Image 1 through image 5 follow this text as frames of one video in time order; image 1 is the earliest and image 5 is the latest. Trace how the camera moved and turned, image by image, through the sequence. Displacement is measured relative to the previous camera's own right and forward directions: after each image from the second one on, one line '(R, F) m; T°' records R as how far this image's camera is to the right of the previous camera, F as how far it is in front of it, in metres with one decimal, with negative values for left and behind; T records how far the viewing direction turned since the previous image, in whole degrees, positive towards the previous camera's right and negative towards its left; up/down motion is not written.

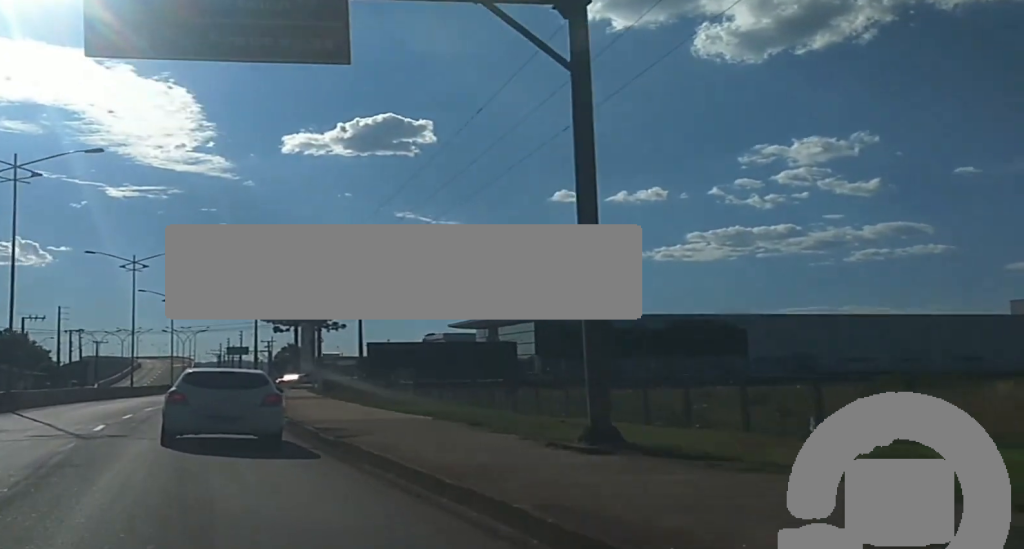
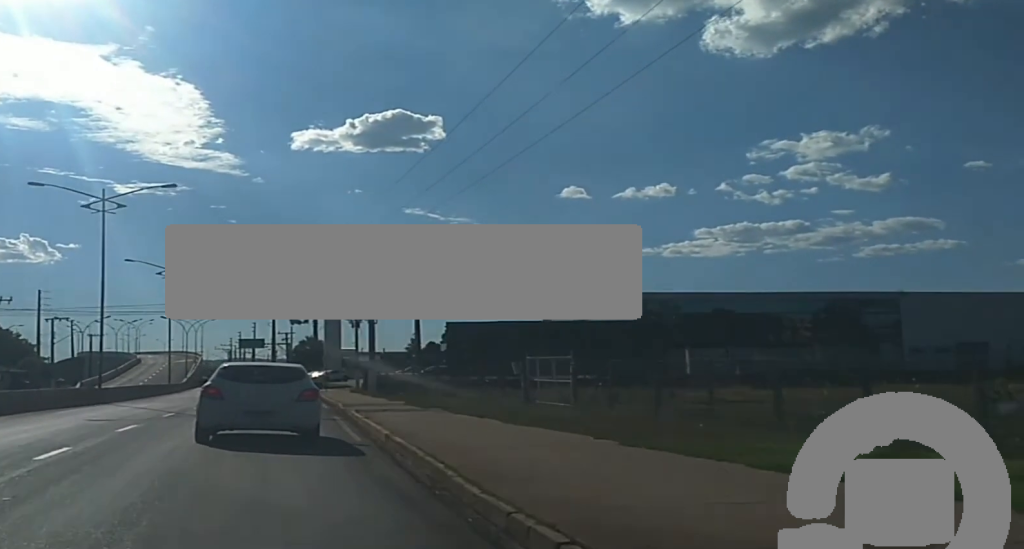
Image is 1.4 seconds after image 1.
(+0.1, +22.0) m; +1°
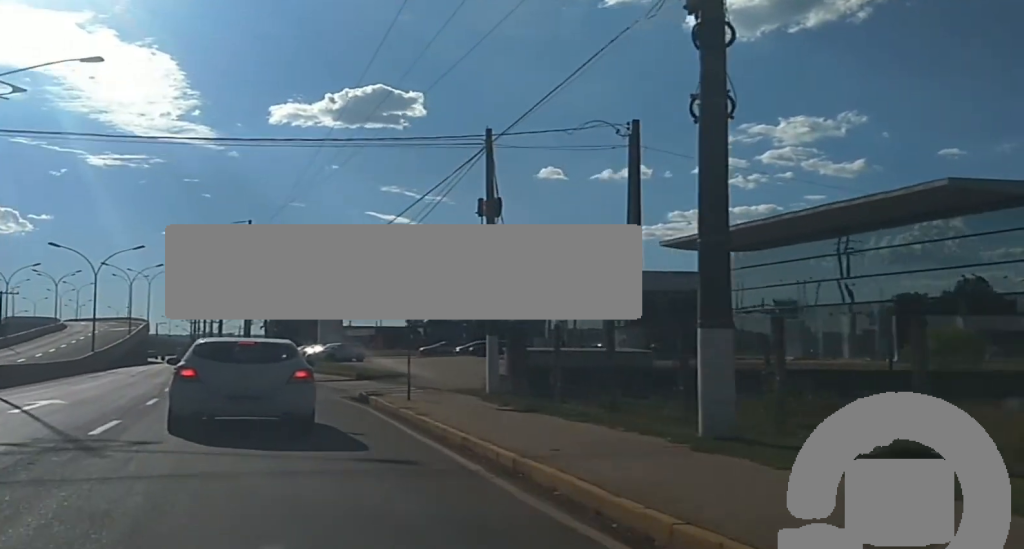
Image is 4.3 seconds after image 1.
(+0.7, +43.6) m; +1°
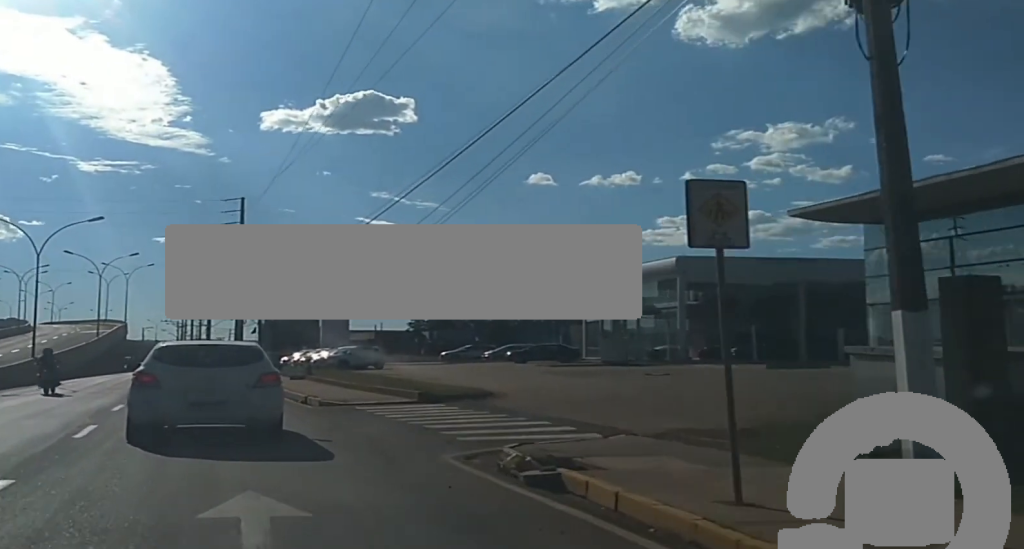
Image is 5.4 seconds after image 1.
(-0.2, +14.7) m; -1°
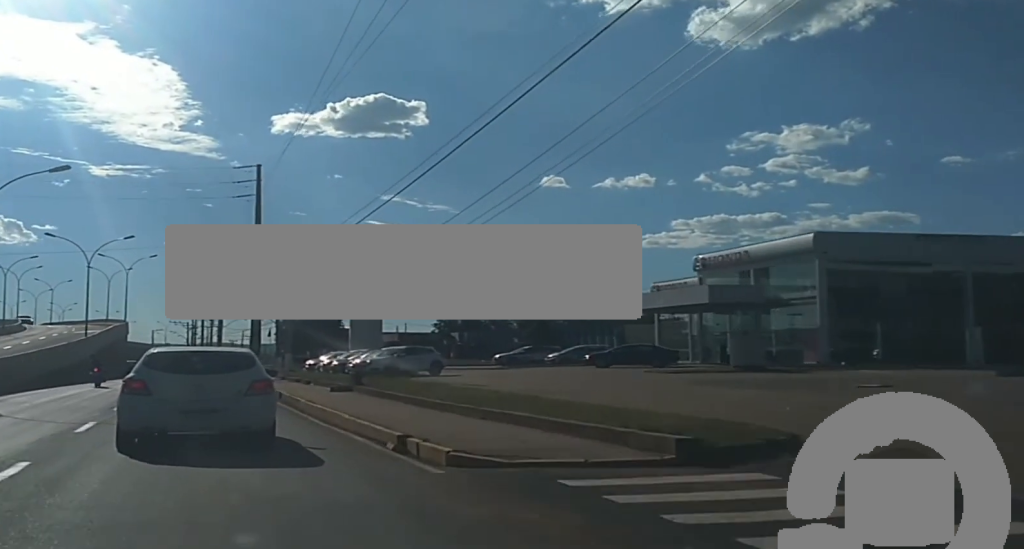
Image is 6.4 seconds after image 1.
(0.0, +13.9) m; 0°
